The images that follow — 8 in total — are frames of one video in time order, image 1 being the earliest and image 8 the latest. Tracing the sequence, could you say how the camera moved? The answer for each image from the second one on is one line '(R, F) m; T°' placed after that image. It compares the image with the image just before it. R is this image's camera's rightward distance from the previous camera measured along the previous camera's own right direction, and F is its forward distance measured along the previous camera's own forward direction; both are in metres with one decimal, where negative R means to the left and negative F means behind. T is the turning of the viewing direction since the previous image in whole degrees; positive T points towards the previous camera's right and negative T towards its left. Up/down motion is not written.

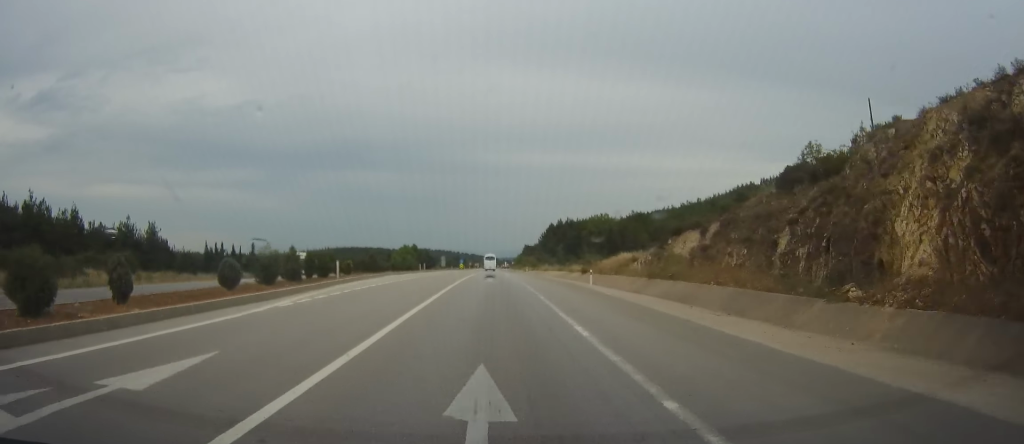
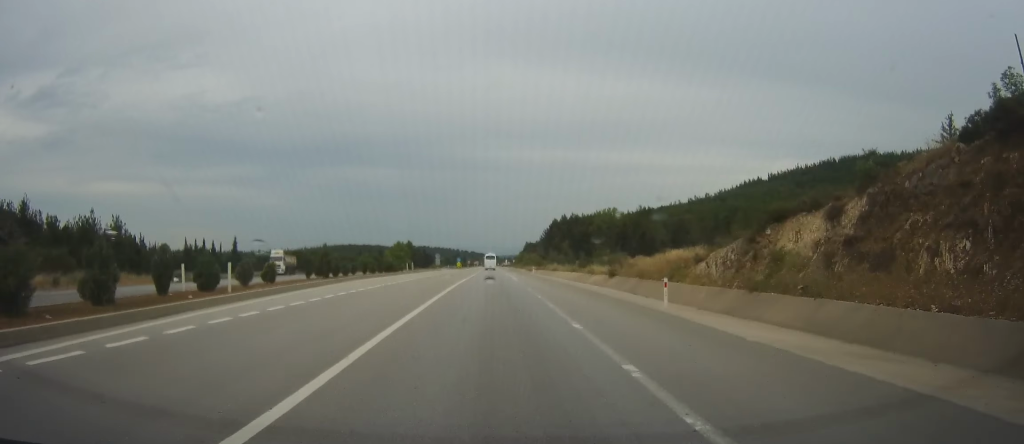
(-0.1, +13.4) m; +1°
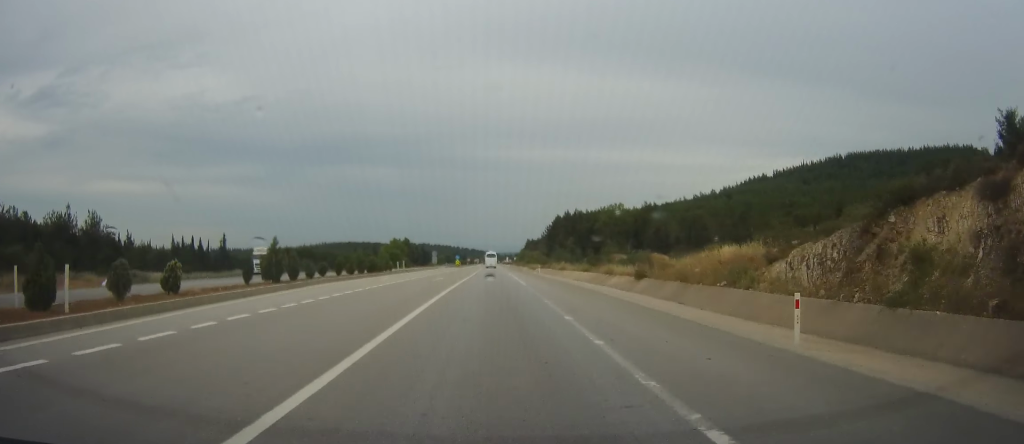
(+0.3, +9.0) m; 0°
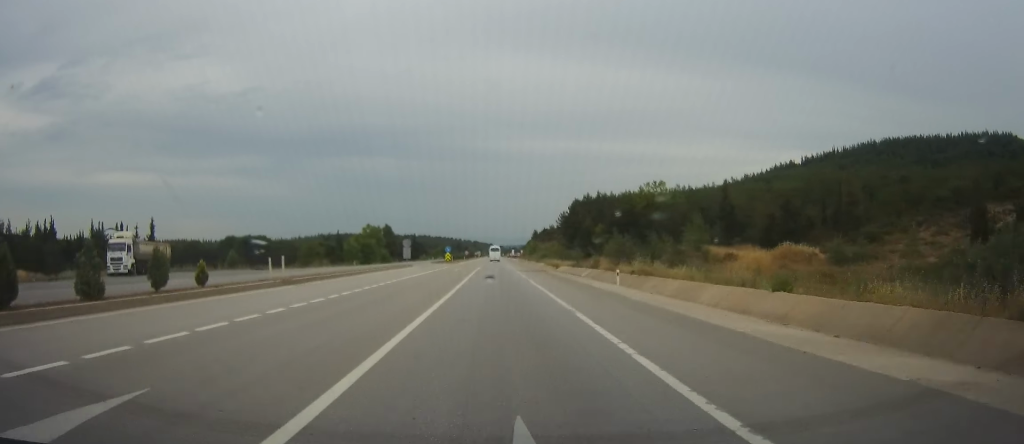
(-0.3, +40.3) m; 0°
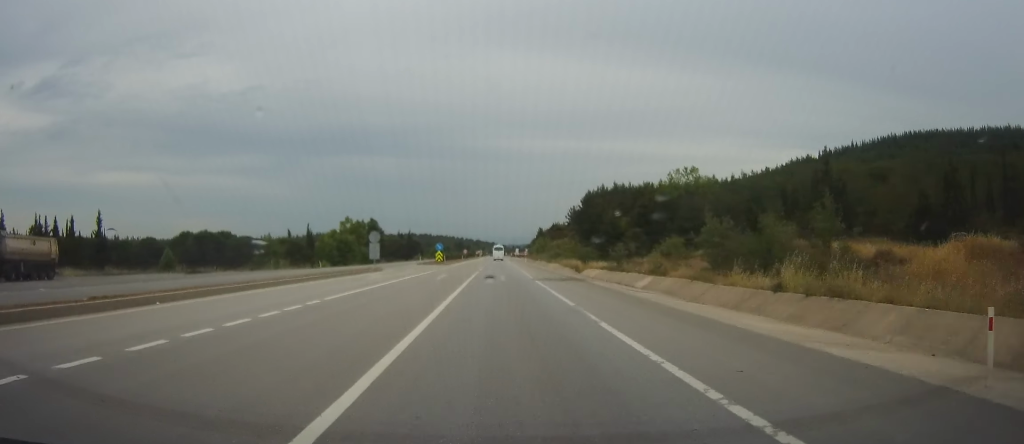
(+0.1, +21.7) m; -1°
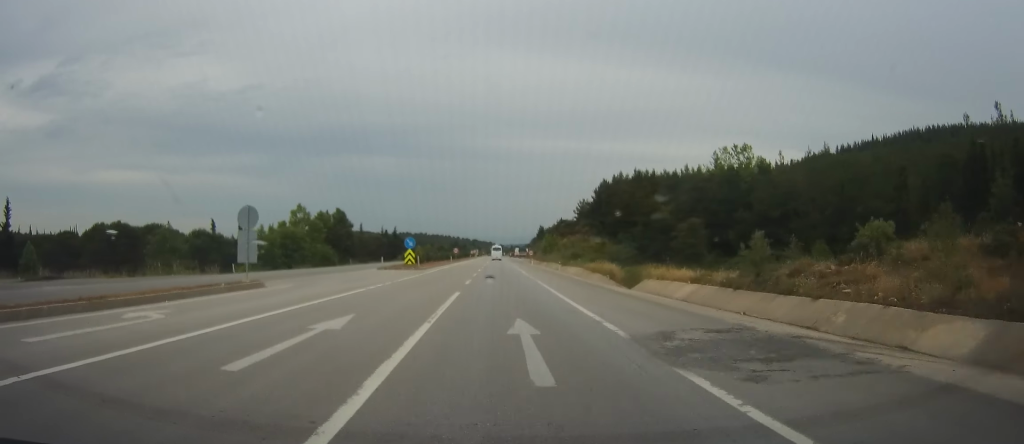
(-0.9, +26.9) m; 0°
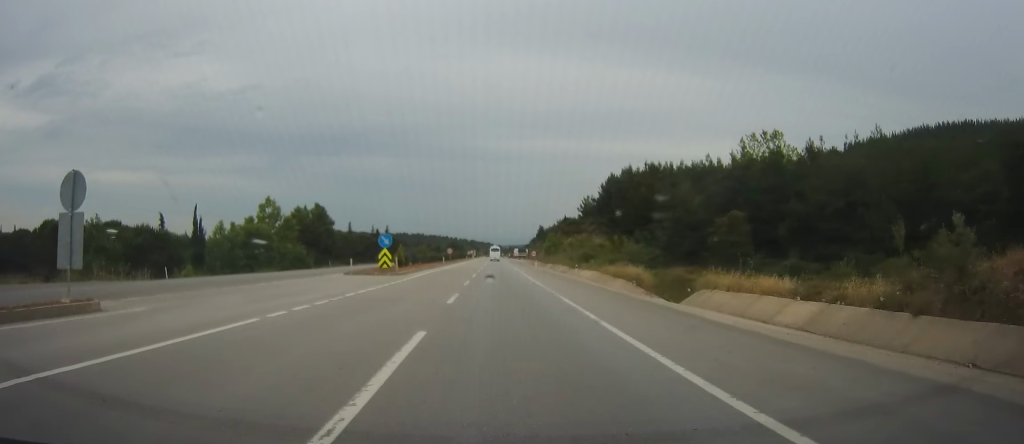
(+0.2, +11.5) m; +1°
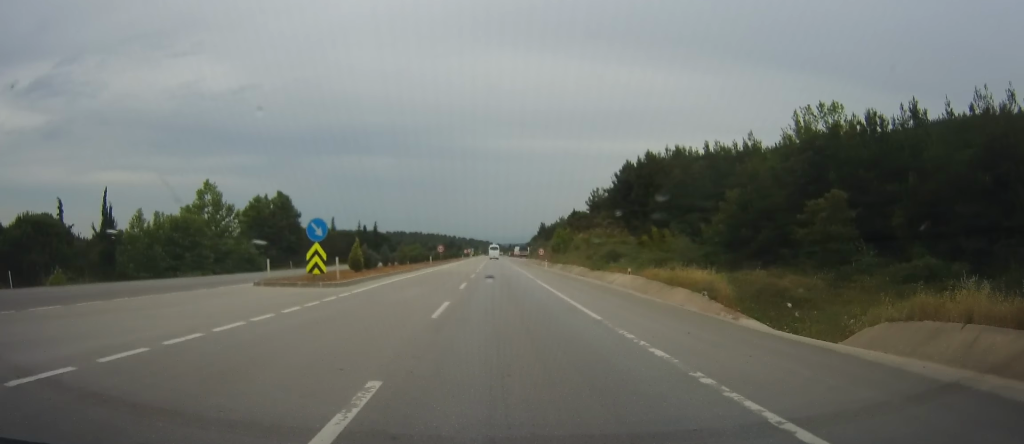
(+0.5, +16.6) m; +1°
